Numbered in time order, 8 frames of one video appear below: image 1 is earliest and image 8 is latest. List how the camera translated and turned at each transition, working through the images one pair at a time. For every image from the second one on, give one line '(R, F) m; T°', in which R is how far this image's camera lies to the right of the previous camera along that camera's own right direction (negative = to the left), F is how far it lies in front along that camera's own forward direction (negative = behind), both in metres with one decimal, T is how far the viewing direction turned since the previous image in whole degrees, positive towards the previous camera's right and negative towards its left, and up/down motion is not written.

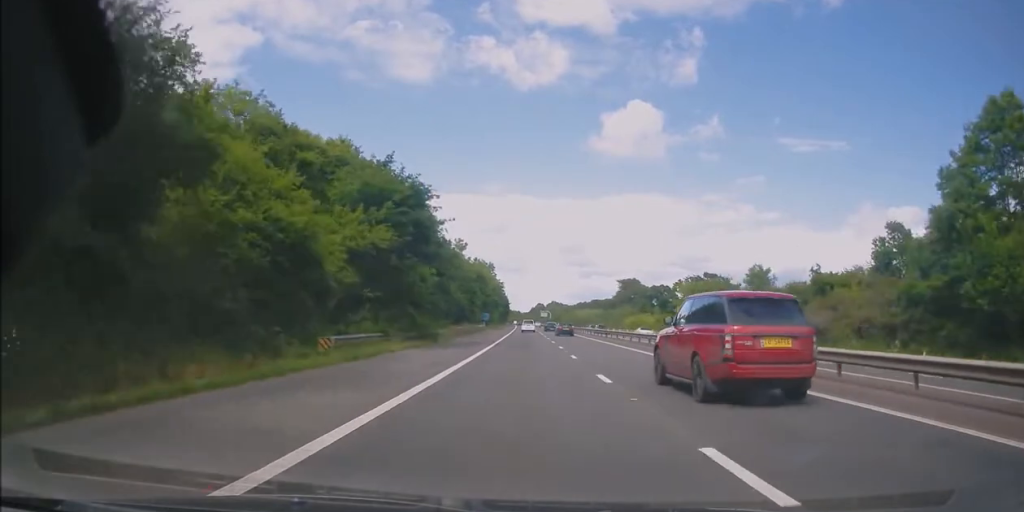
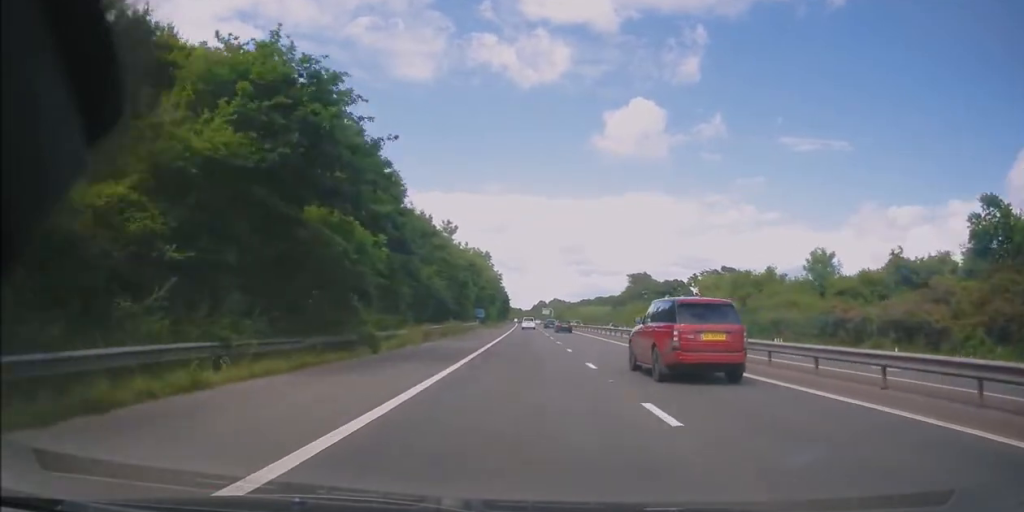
(-0.1, +14.8) m; -1°
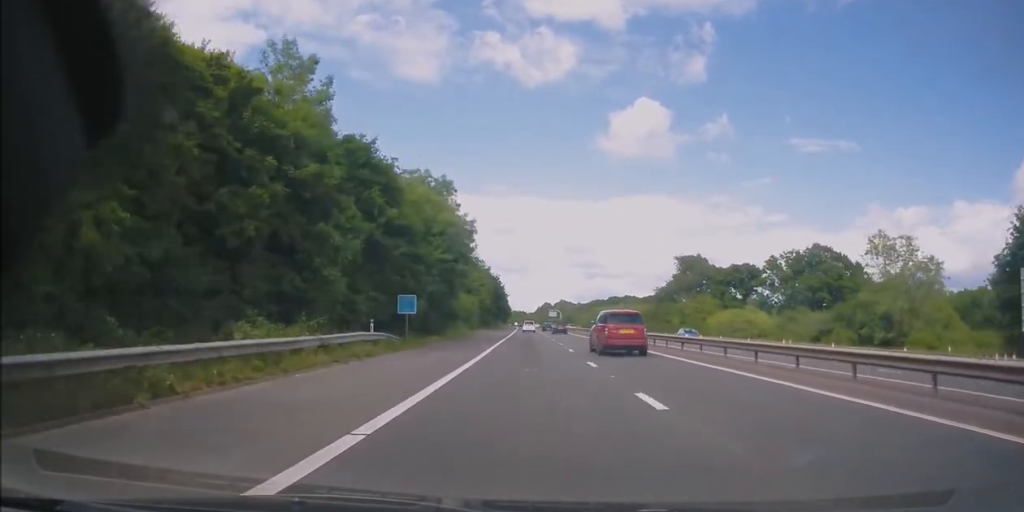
(-0.7, +52.9) m; 0°
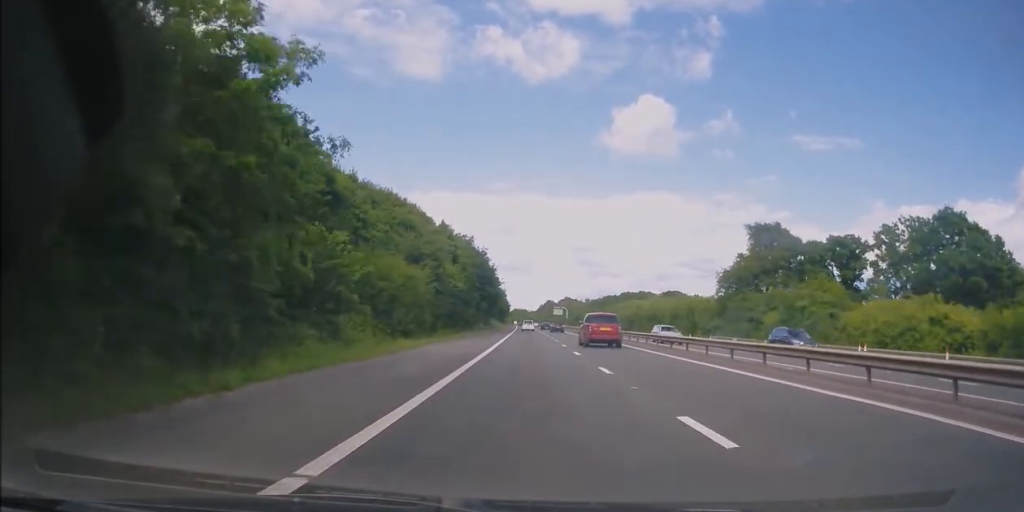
(+0.3, +39.3) m; 0°
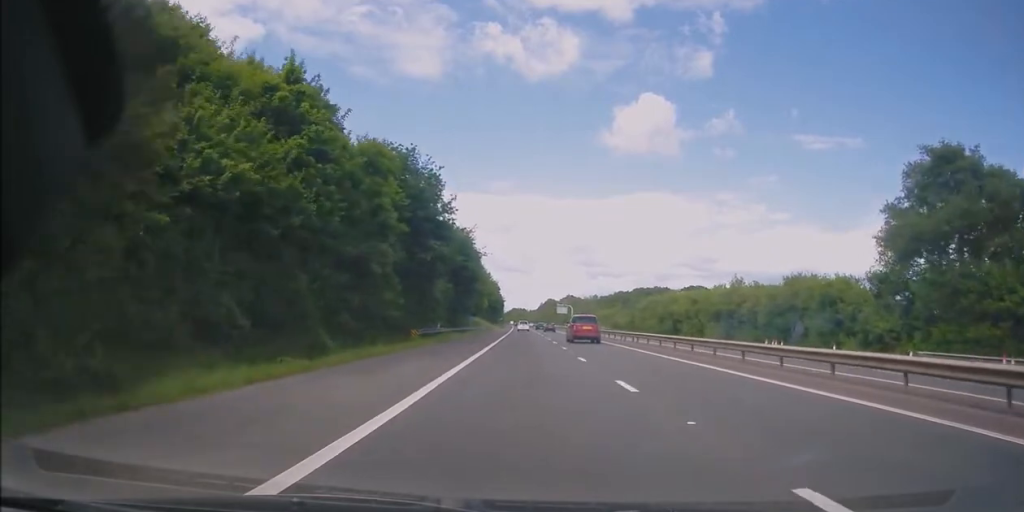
(-0.4, +40.1) m; -1°
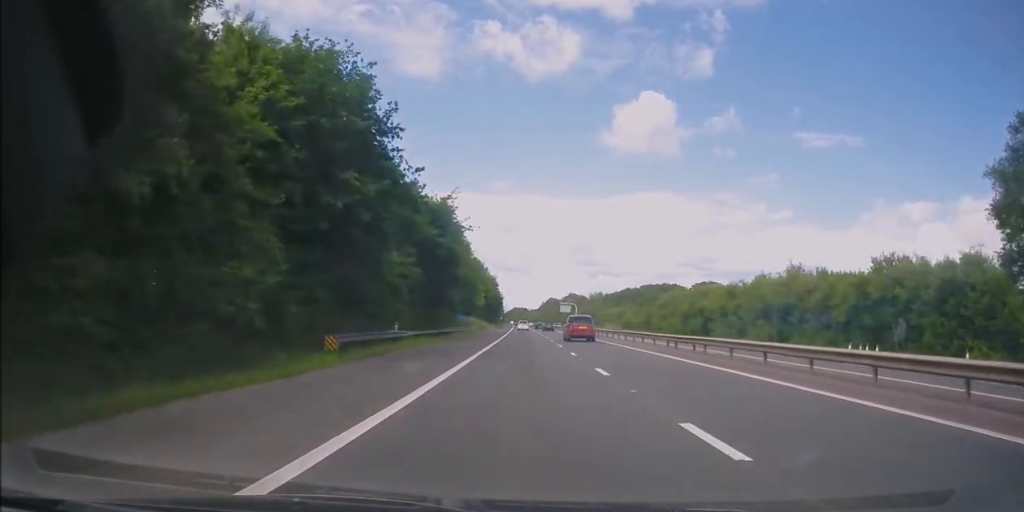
(0.0, +14.9) m; 0°
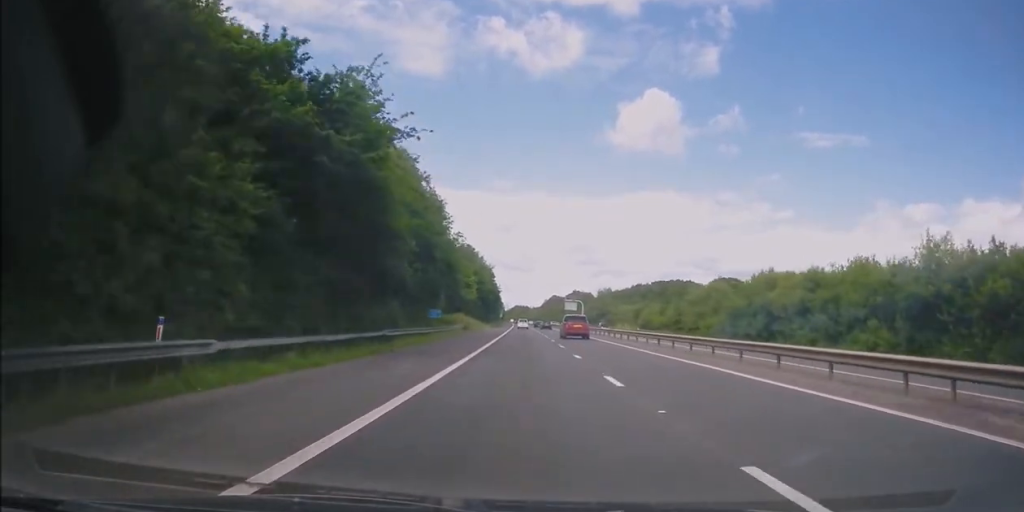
(0.0, +20.4) m; 0°
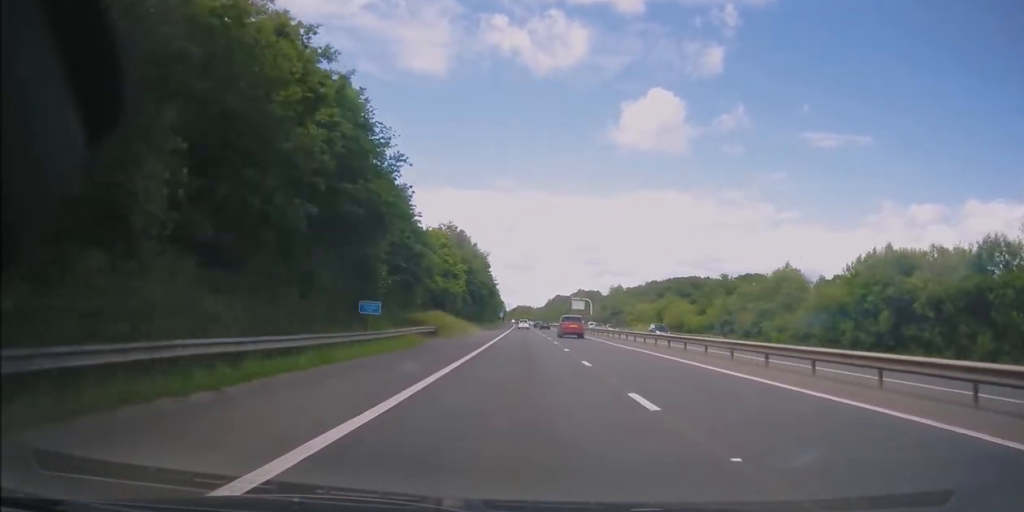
(+0.1, +21.3) m; -1°
